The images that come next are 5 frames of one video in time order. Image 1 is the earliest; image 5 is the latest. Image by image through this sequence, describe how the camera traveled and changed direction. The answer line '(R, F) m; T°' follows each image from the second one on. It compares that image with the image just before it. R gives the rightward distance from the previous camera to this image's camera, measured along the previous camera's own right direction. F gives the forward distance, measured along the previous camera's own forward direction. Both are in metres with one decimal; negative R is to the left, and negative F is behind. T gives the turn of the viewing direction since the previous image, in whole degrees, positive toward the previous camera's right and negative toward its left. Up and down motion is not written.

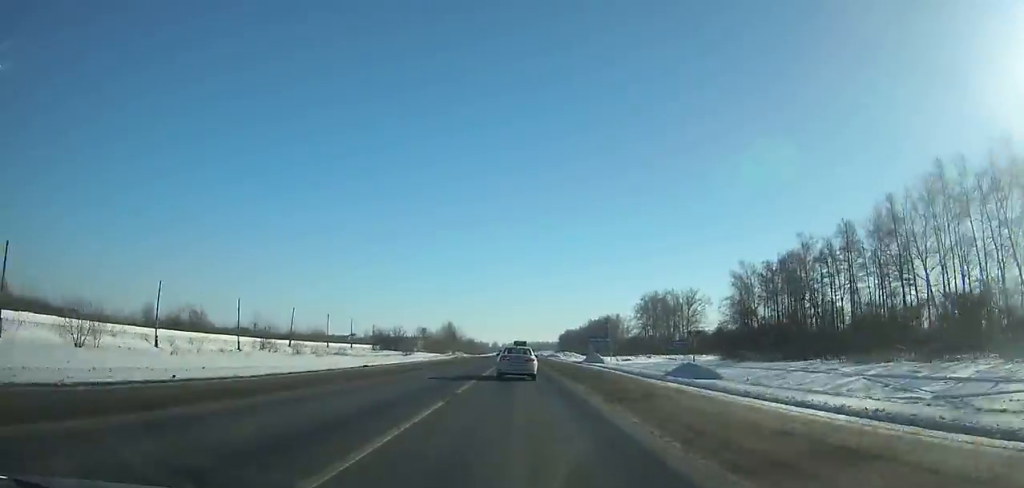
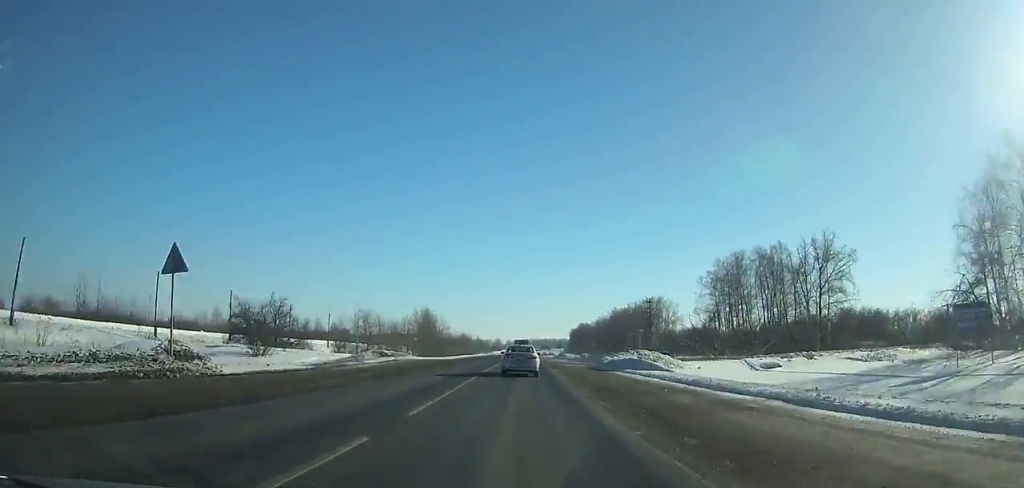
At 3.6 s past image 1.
(-0.1, +78.1) m; 0°
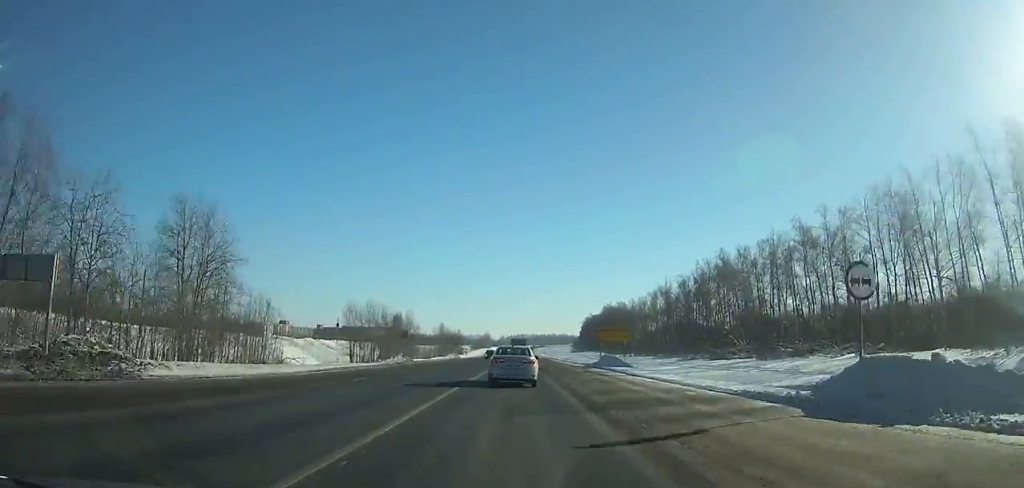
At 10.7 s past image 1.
(+0.2, +154.7) m; 0°
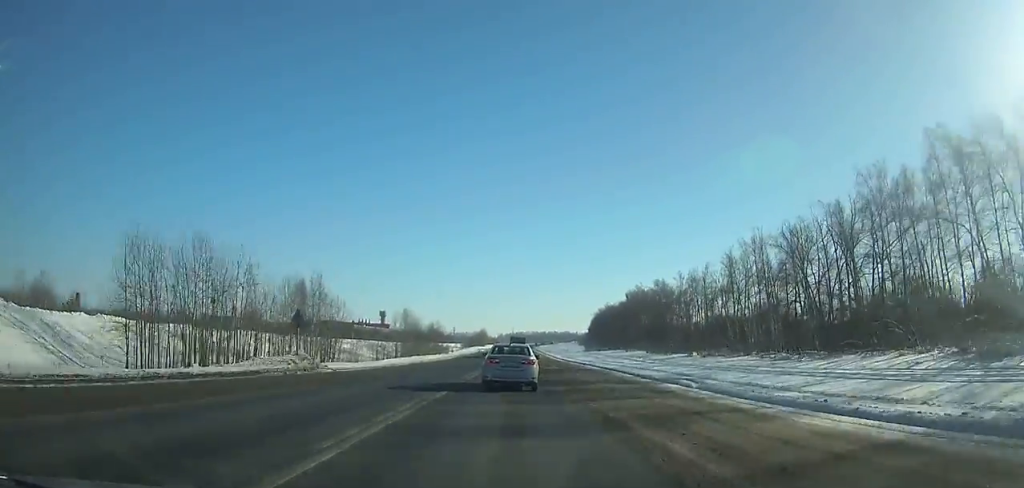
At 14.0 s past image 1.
(-0.2, +70.5) m; 0°
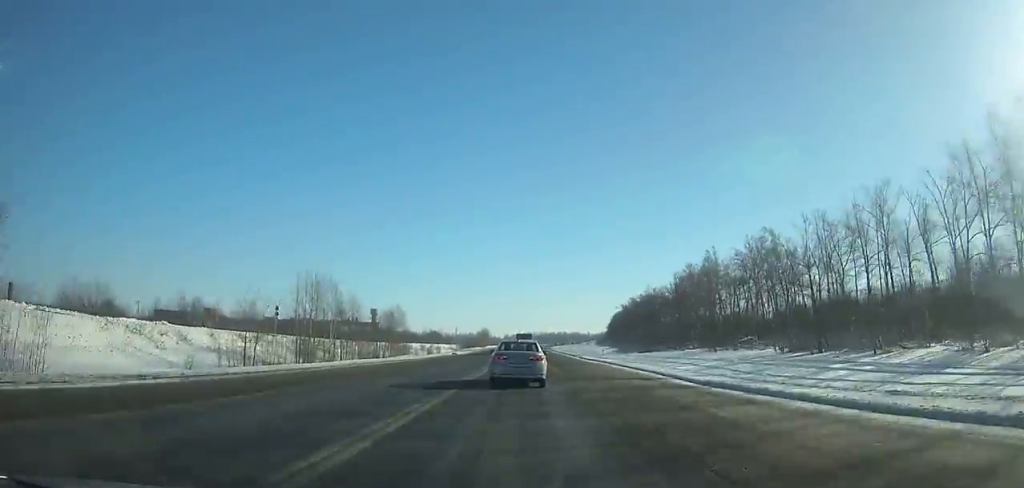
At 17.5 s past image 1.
(-0.2, +73.5) m; 0°
